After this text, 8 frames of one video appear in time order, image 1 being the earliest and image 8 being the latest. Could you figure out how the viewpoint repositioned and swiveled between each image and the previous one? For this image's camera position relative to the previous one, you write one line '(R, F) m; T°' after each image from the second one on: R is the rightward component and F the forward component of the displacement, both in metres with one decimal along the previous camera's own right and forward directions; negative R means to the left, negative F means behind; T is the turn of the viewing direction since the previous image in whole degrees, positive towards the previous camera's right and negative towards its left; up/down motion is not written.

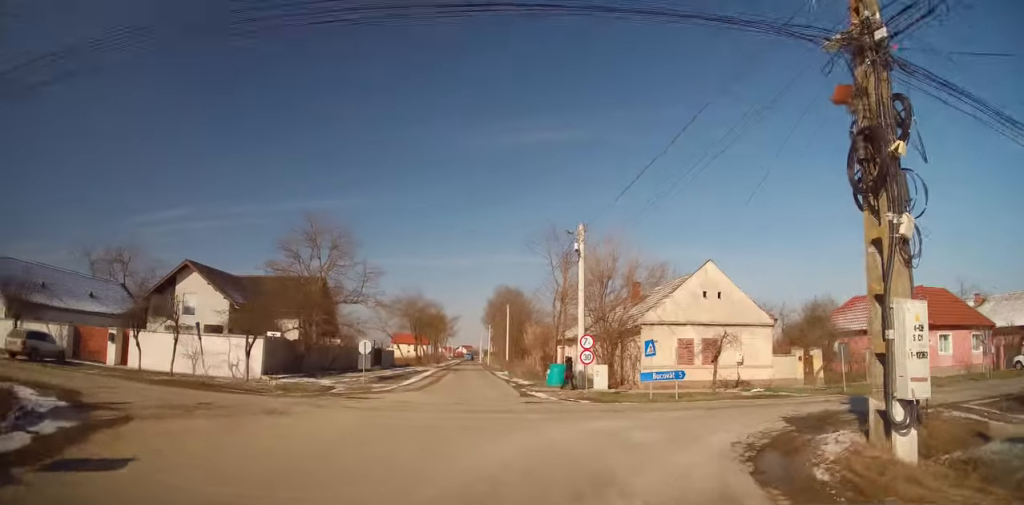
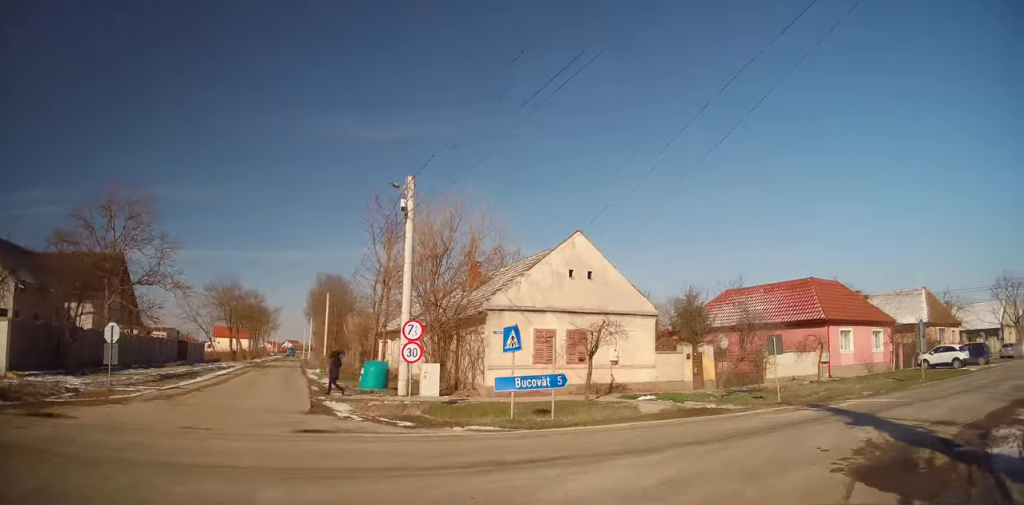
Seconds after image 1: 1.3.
(+0.7, +8.4) m; +17°
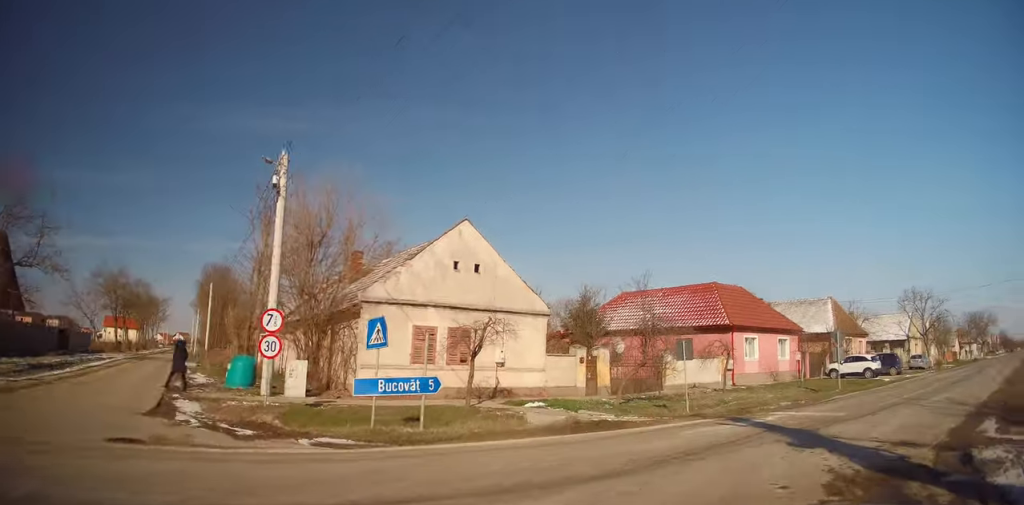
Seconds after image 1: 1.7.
(+0.2, +2.2) m; +12°
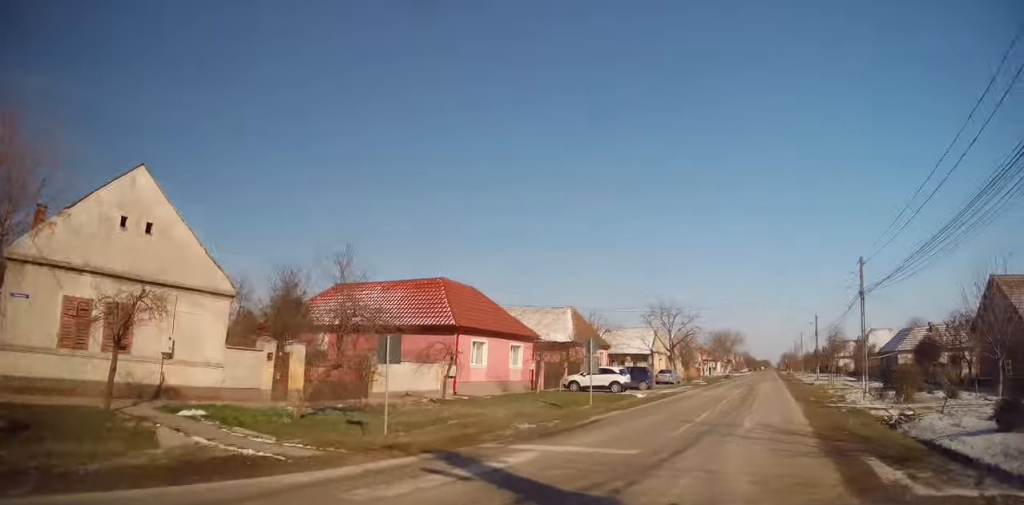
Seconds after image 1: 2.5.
(+1.0, +4.4) m; +26°
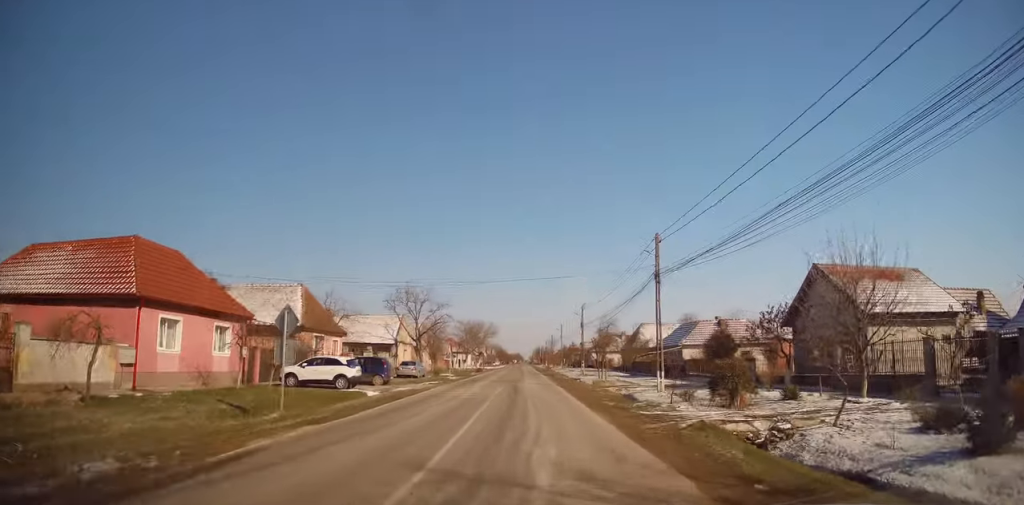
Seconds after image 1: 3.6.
(+1.7, +5.9) m; +23°
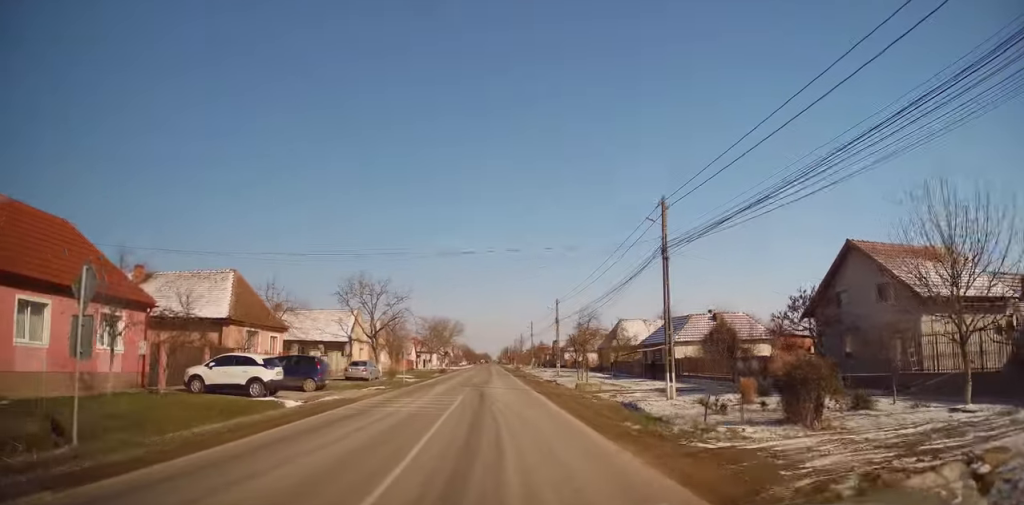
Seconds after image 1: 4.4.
(+0.6, +5.6) m; +8°
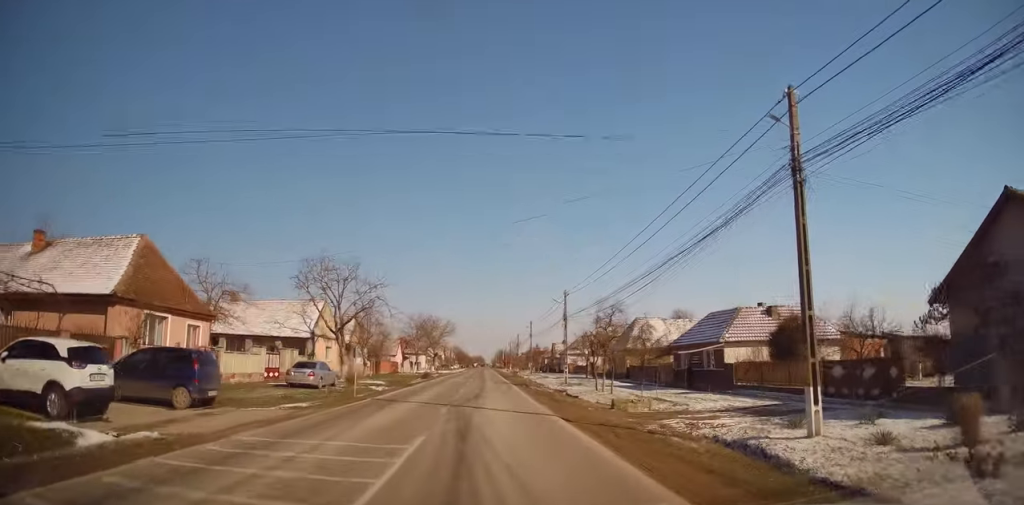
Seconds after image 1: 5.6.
(+0.5, +9.2) m; +4°
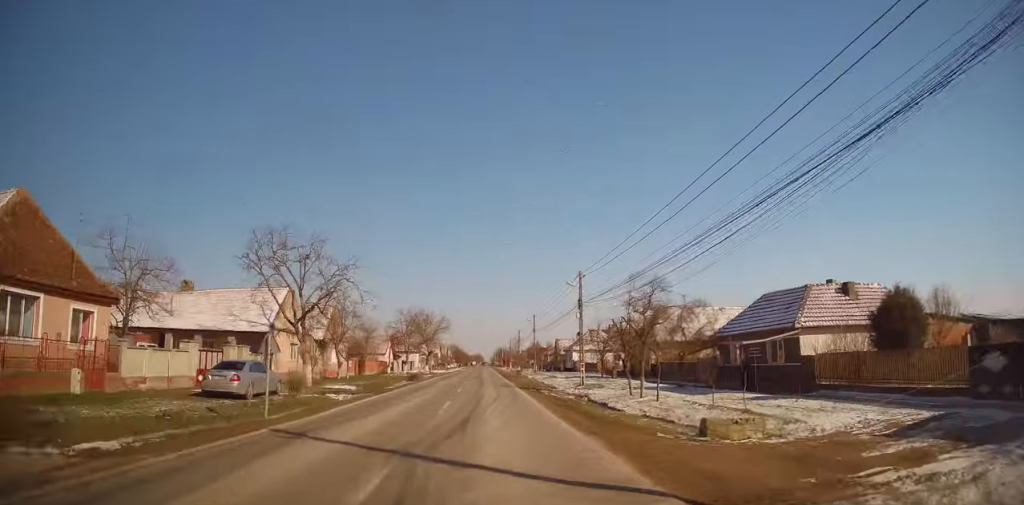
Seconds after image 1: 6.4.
(+0.2, +7.9) m; +1°
